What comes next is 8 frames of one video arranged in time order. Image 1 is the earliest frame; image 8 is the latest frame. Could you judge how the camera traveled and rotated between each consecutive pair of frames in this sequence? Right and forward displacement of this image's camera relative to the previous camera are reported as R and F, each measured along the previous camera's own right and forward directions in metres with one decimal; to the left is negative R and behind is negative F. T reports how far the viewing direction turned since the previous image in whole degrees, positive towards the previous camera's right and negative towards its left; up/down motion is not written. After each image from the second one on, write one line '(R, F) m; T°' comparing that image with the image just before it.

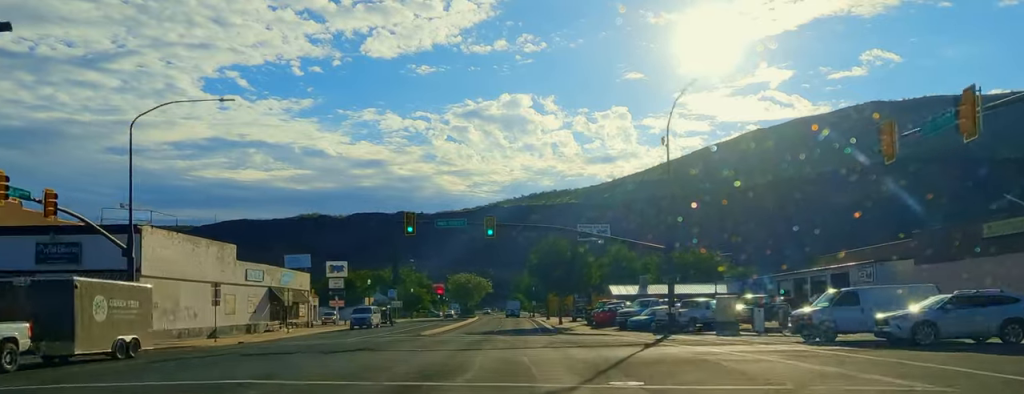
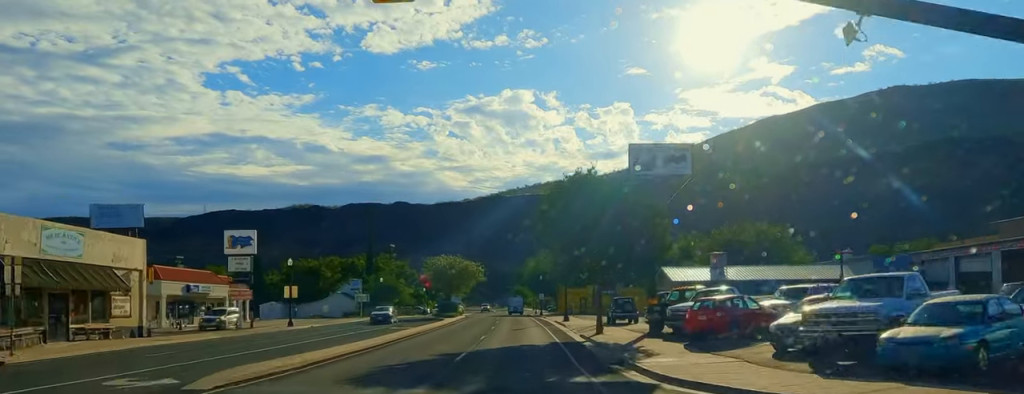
(-2.4, +31.7) m; -4°
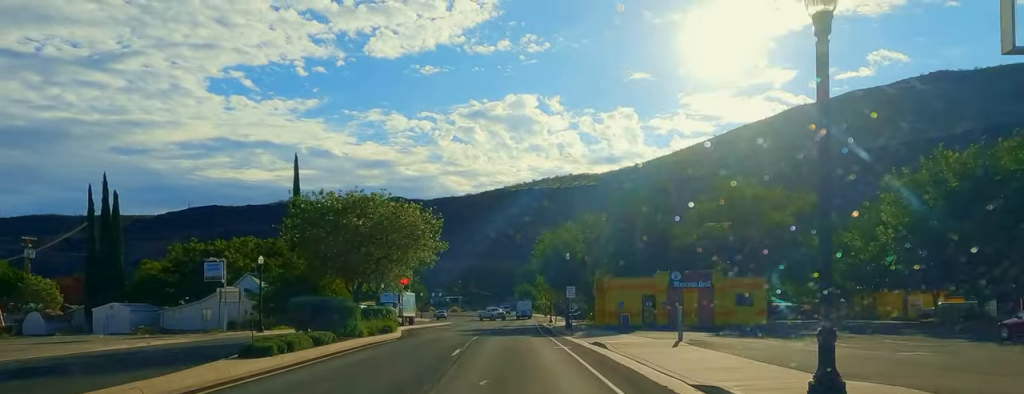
(+2.1, +49.0) m; +3°
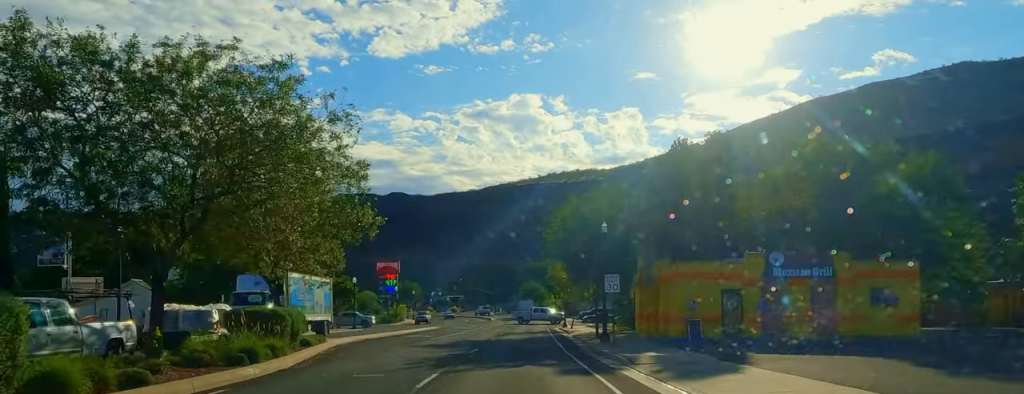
(0.0, +19.5) m; 0°
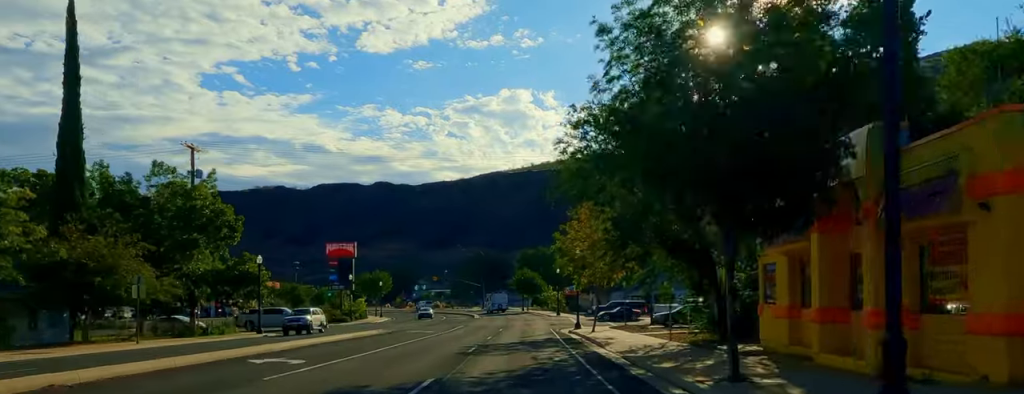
(0.0, +25.9) m; 0°
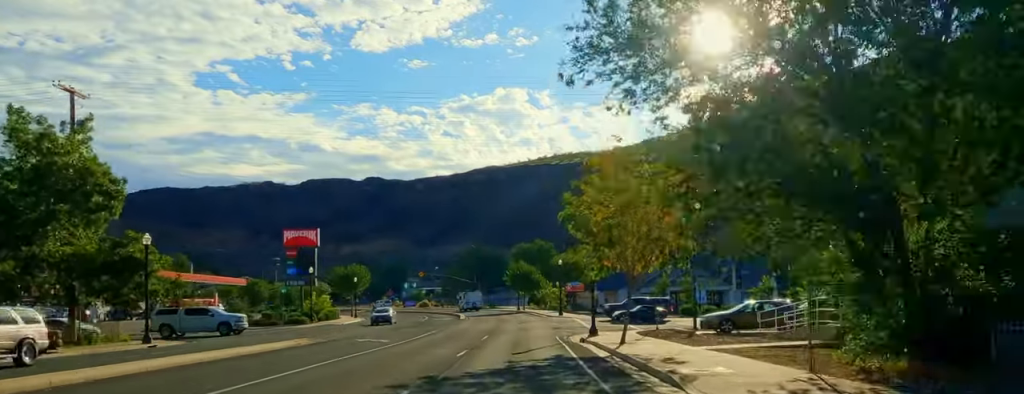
(0.0, +14.3) m; 0°
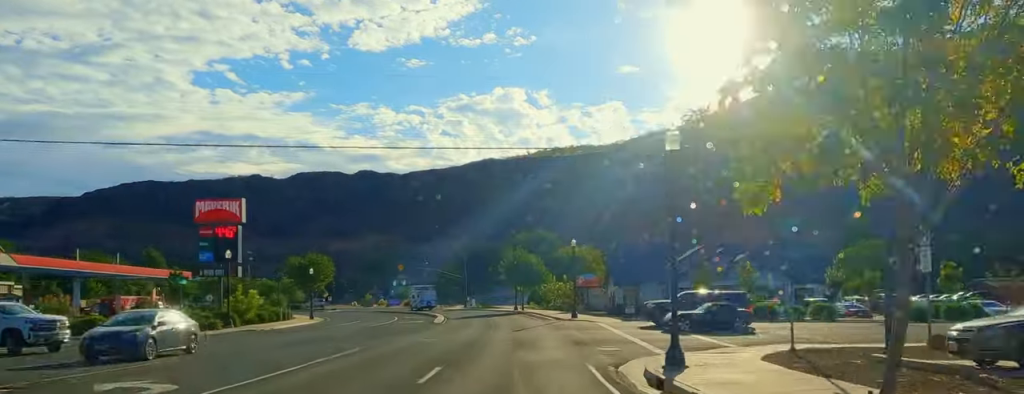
(0.0, +19.9) m; -2°
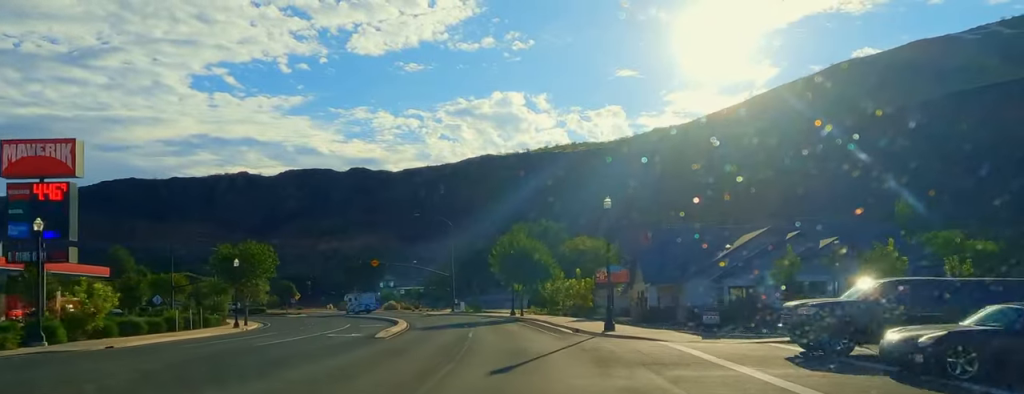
(-0.2, +20.4) m; -2°
